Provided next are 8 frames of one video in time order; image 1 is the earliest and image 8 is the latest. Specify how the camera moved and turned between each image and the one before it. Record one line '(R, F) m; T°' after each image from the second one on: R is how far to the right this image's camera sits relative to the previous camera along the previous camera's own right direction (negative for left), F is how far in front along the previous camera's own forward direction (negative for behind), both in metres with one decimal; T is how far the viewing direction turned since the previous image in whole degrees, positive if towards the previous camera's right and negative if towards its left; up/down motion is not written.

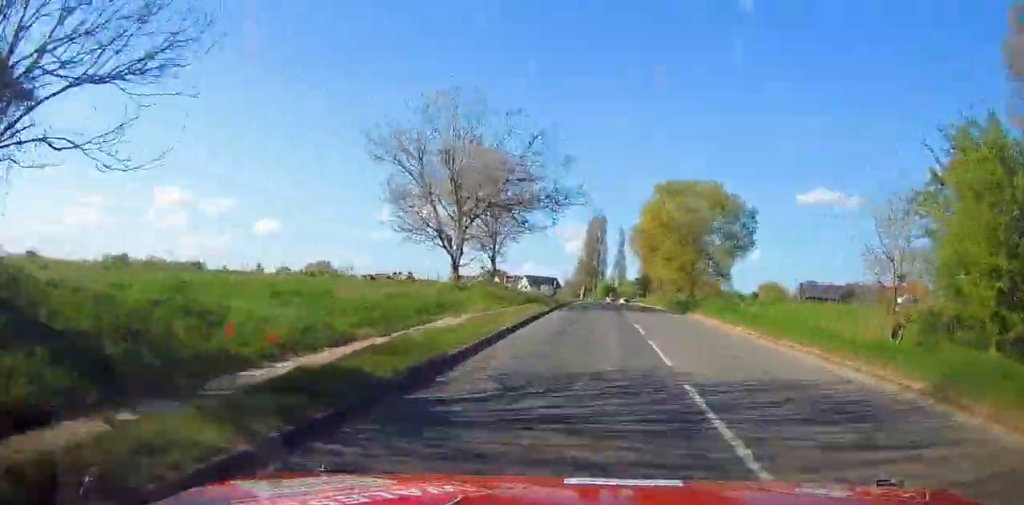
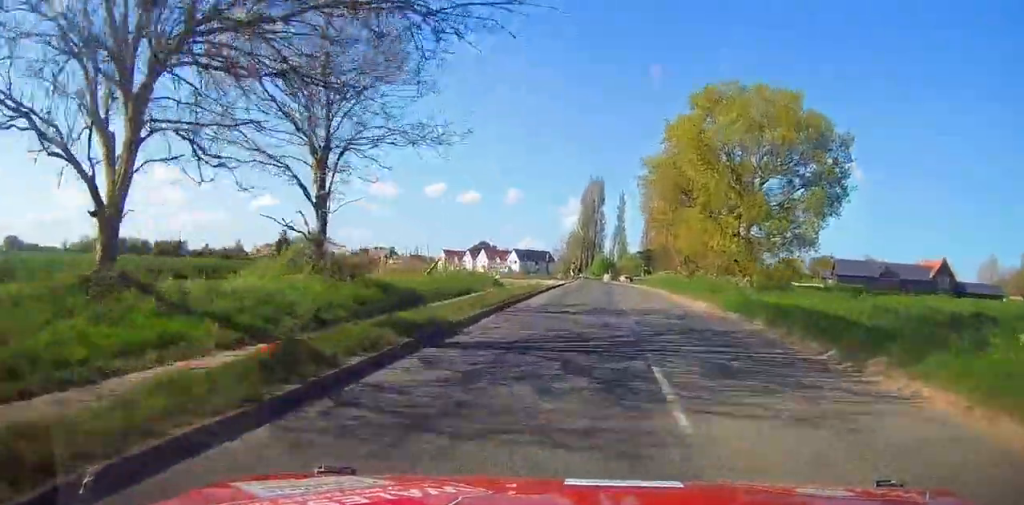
(-0.6, +21.8) m; -1°
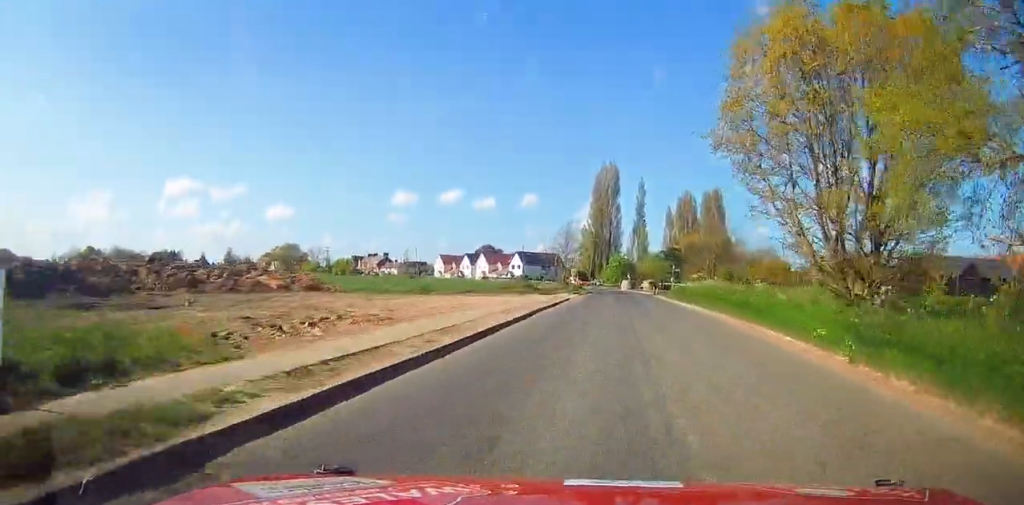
(-0.3, +28.3) m; -1°
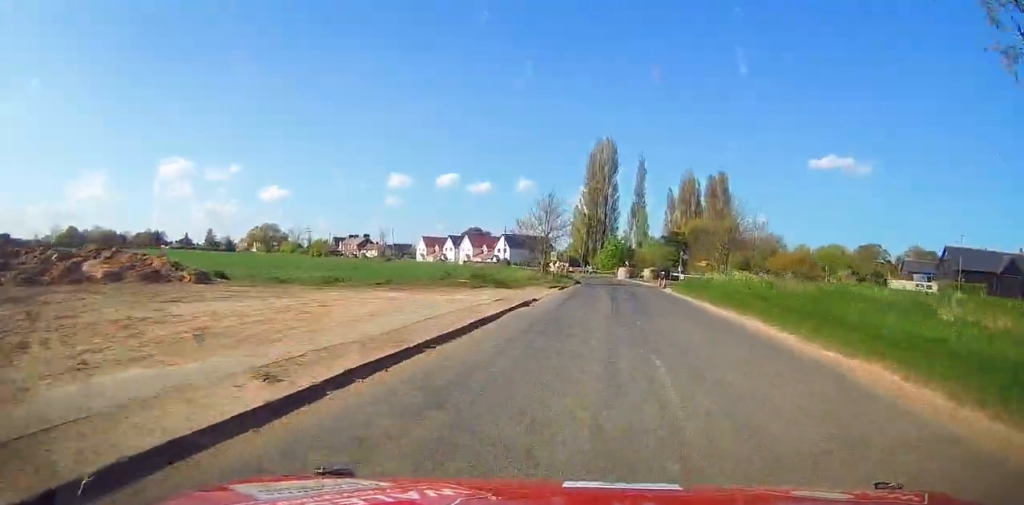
(0.0, +15.5) m; 0°
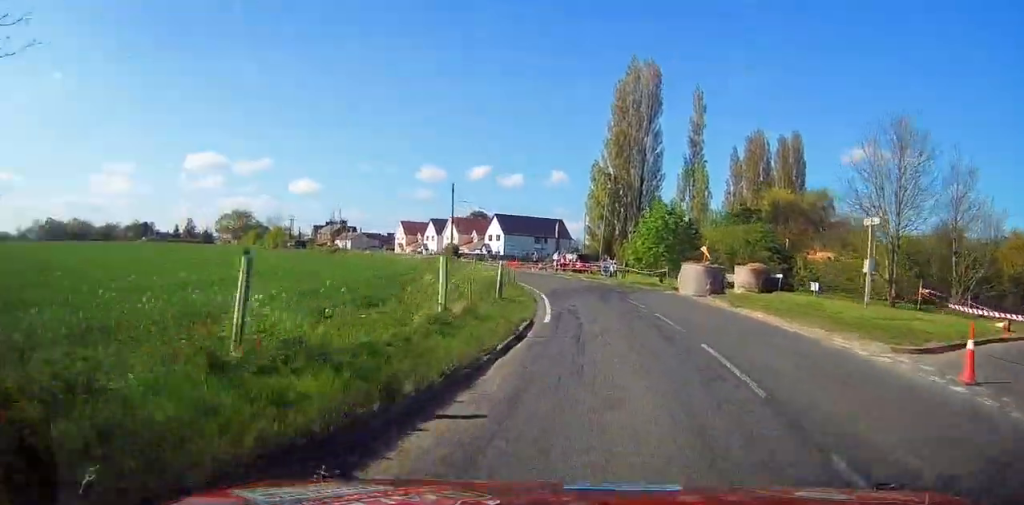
(-1.0, +46.9) m; -3°
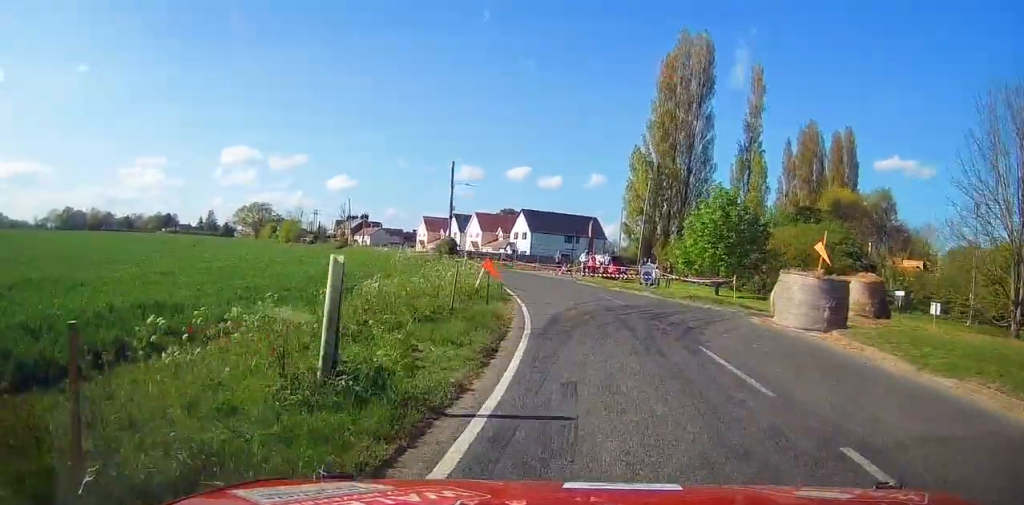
(-0.2, +11.7) m; -1°
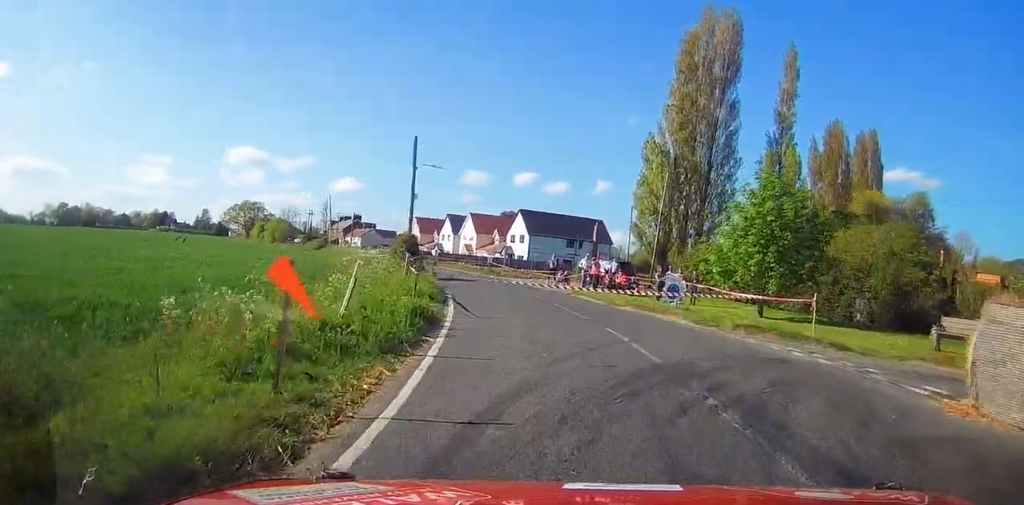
(-0.1, +10.7) m; +7°
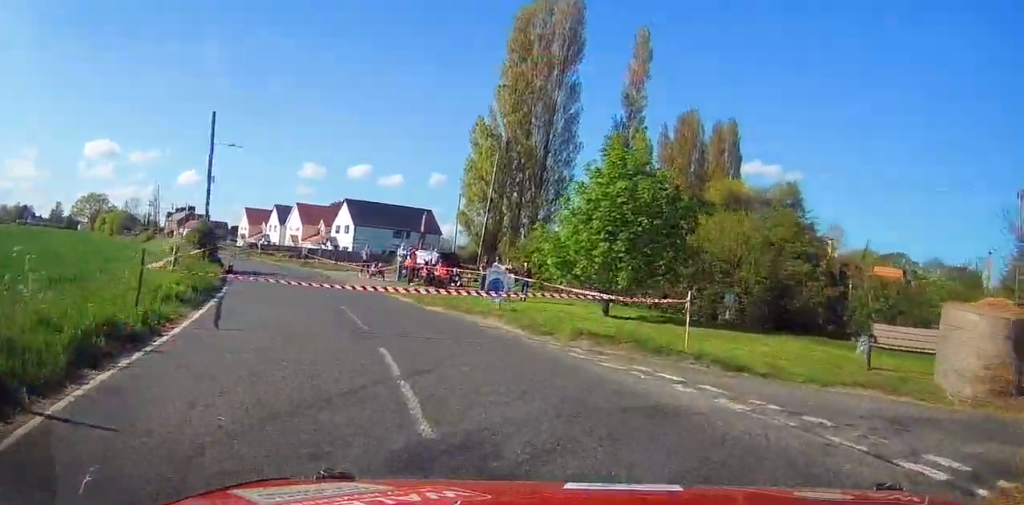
(-0.5, +4.8) m; +11°
